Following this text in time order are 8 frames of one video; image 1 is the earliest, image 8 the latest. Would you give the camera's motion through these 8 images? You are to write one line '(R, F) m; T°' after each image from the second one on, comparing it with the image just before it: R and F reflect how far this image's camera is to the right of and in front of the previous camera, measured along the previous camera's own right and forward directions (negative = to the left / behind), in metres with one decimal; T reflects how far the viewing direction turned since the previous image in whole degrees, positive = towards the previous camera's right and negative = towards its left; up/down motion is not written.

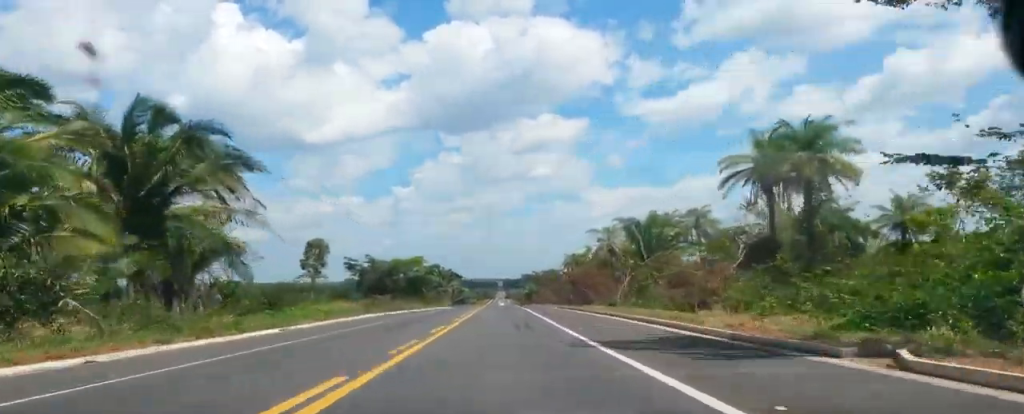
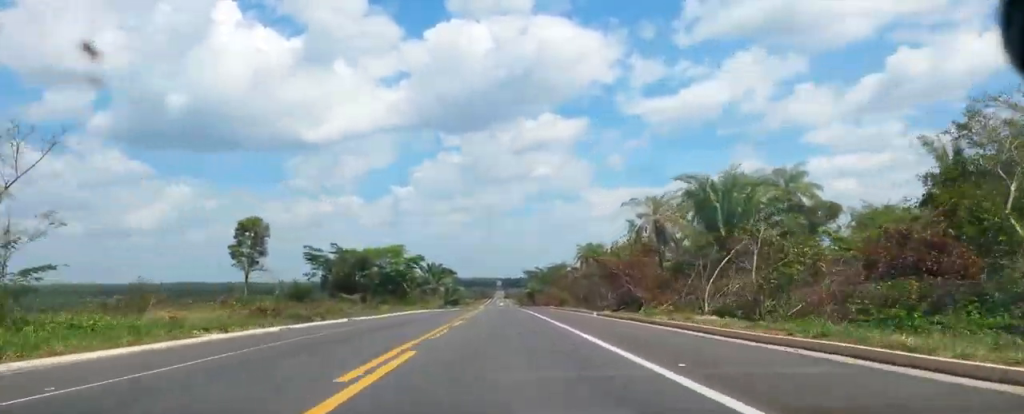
(+0.1, +28.5) m; +1°
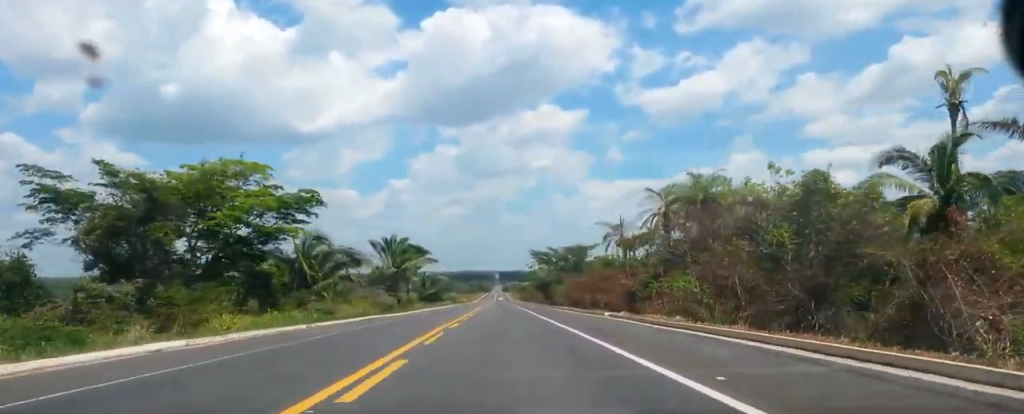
(+0.5, +65.8) m; -2°
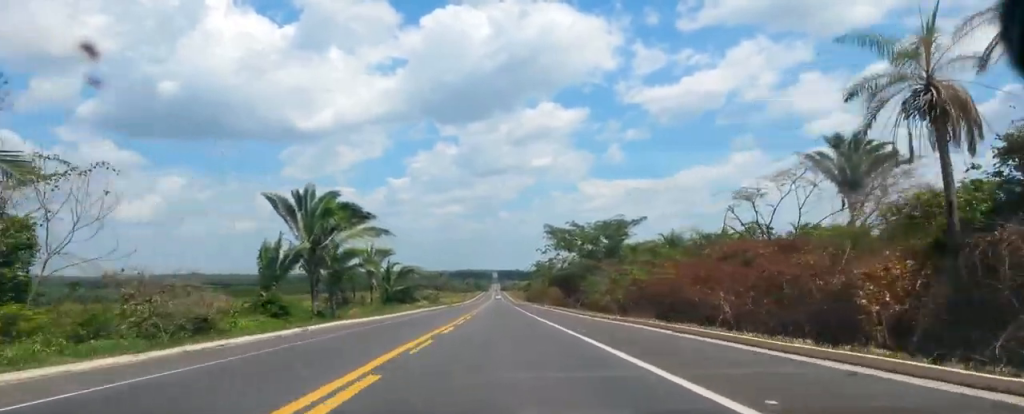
(-0.6, +49.5) m; +1°
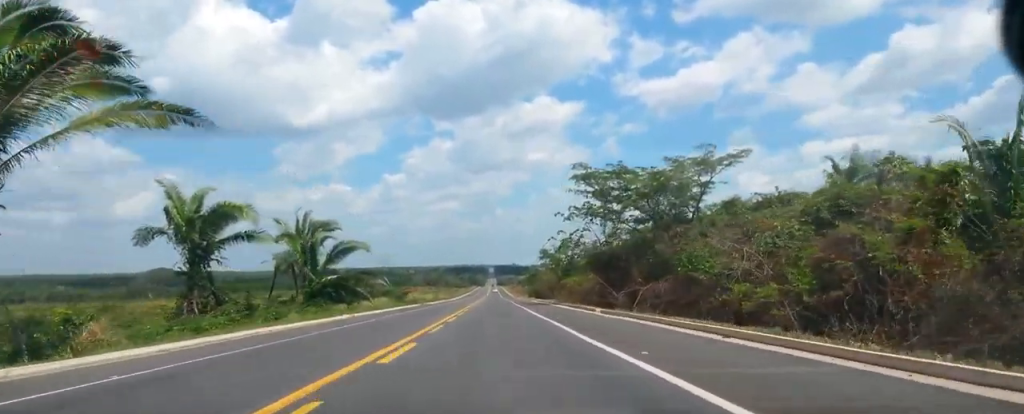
(+0.3, +41.5) m; +1°
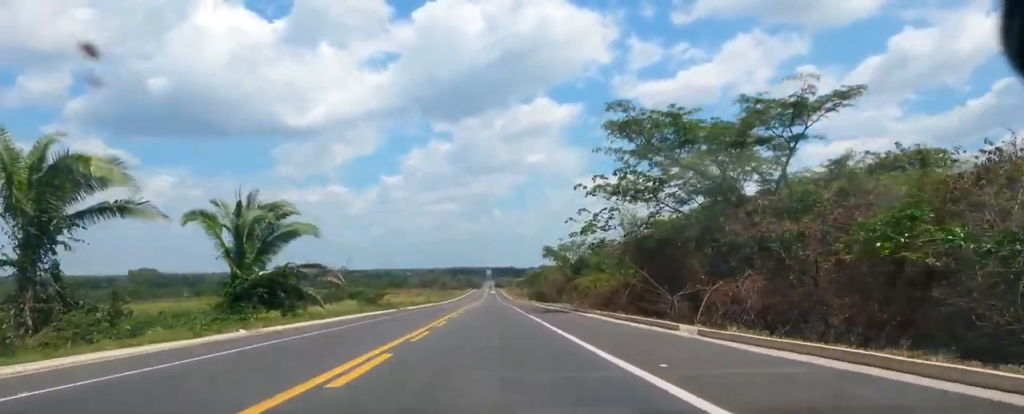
(0.0, +17.8) m; +1°
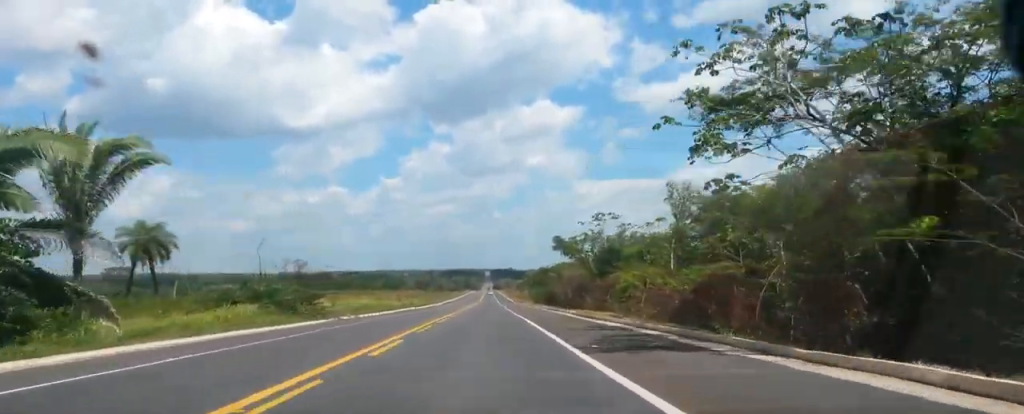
(+0.3, +26.9) m; +1°
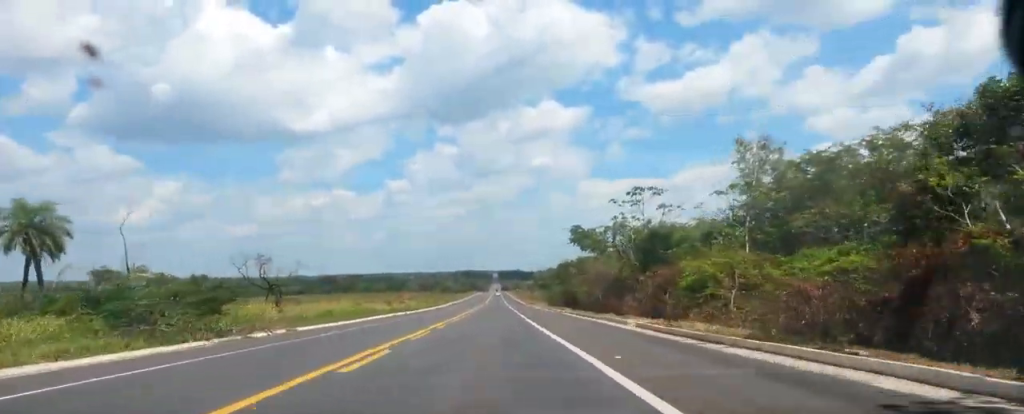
(+0.3, +18.1) m; +1°
